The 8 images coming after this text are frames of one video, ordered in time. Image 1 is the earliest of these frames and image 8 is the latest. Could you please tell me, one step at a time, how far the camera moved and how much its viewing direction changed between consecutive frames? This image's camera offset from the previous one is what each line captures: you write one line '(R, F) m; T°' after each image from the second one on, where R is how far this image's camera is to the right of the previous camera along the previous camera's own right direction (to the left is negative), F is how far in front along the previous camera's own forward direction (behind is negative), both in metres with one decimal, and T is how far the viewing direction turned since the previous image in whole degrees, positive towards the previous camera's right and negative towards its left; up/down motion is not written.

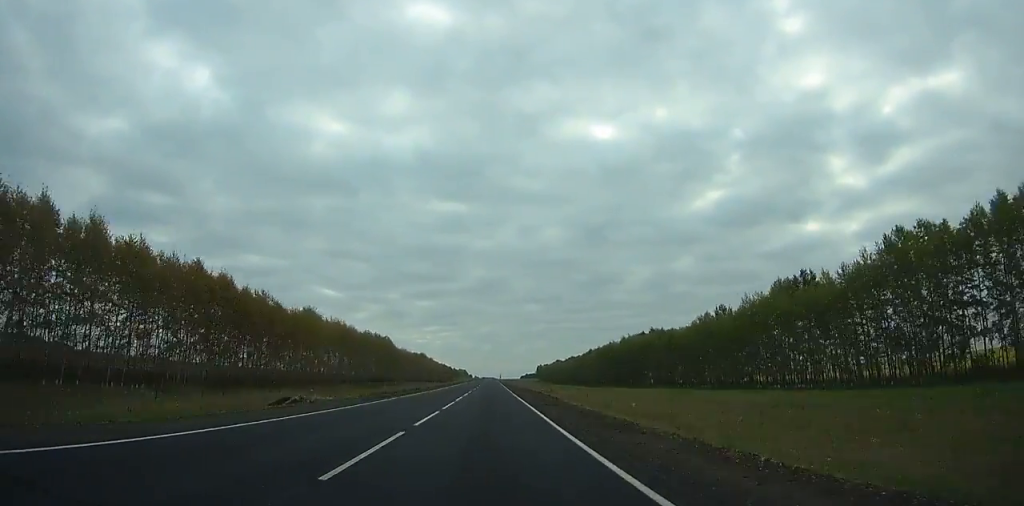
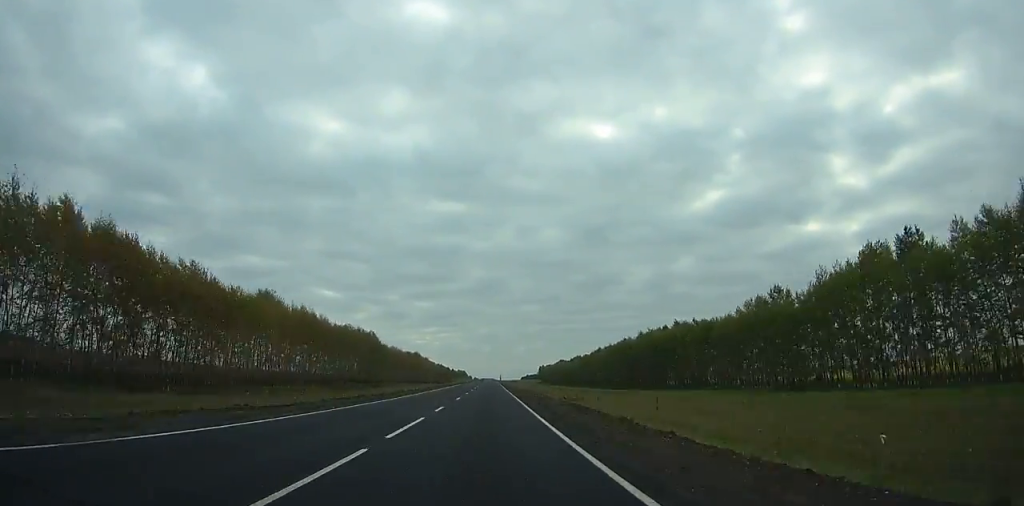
(+0.1, +27.6) m; 0°
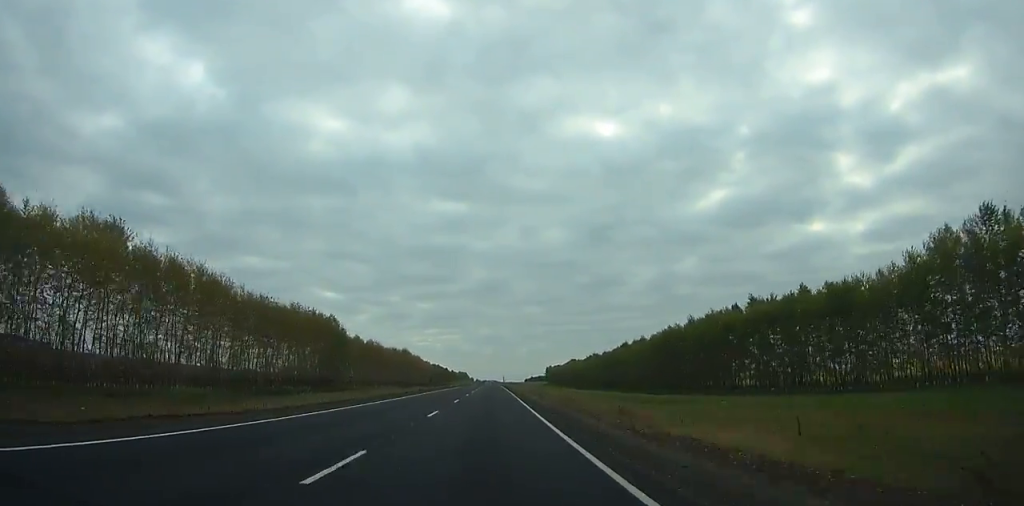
(+0.2, +50.5) m; 0°
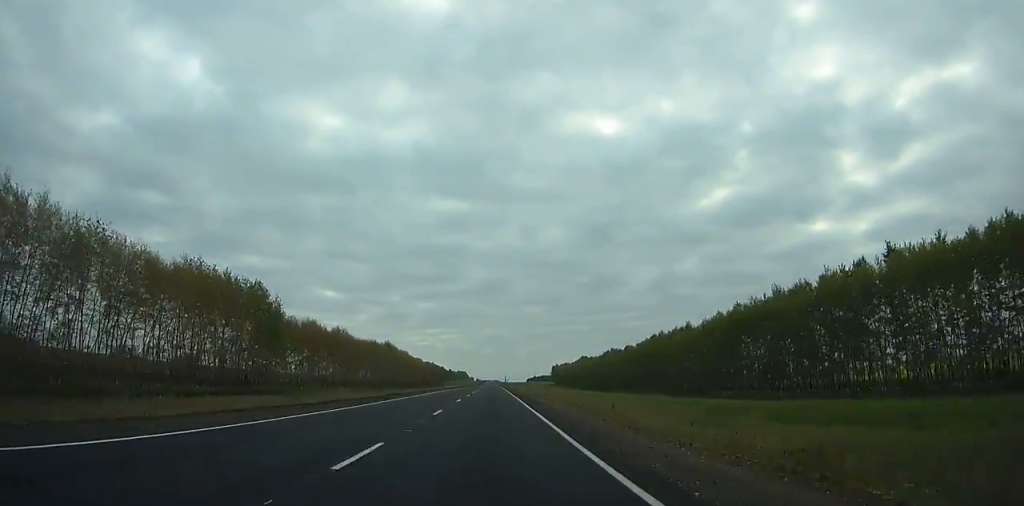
(-0.1, +45.8) m; 0°
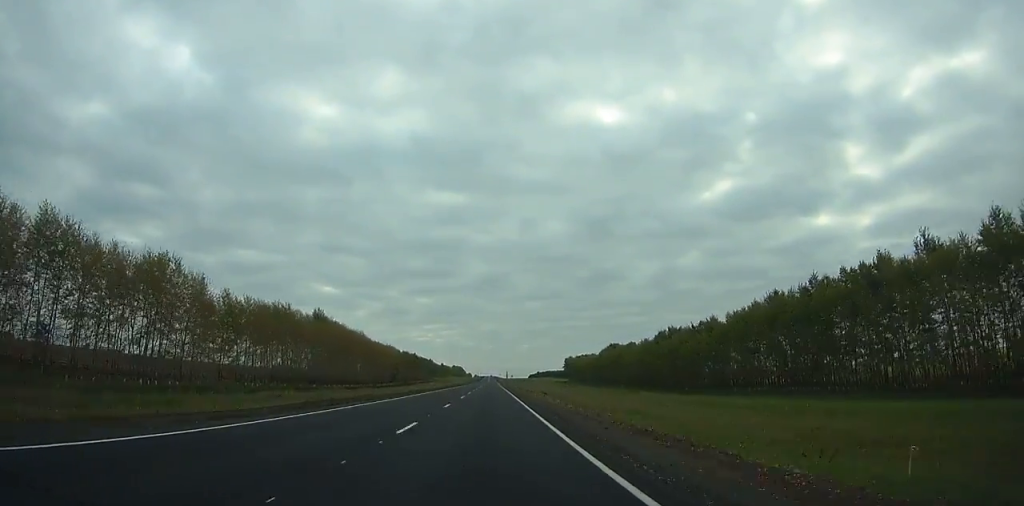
(-0.1, +91.1) m; 0°
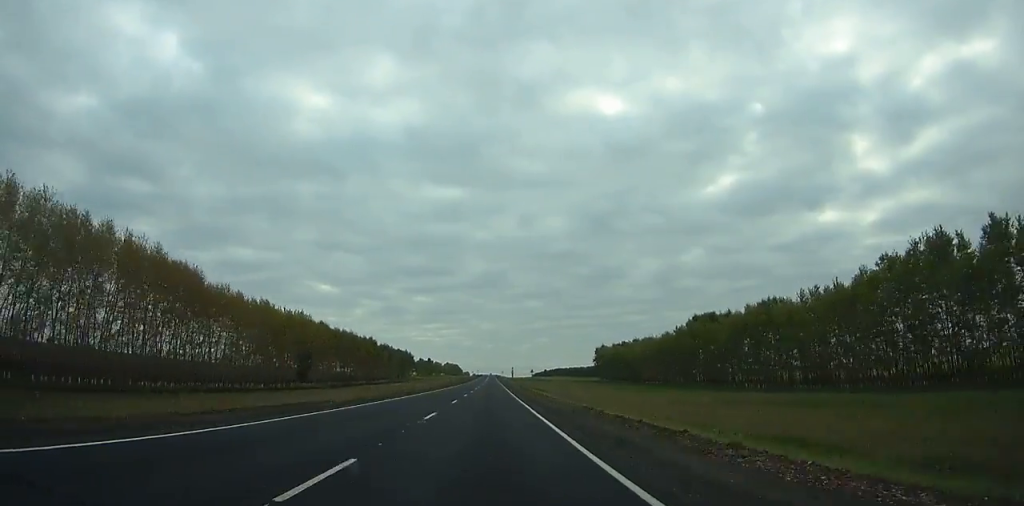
(0.0, +115.0) m; 0°
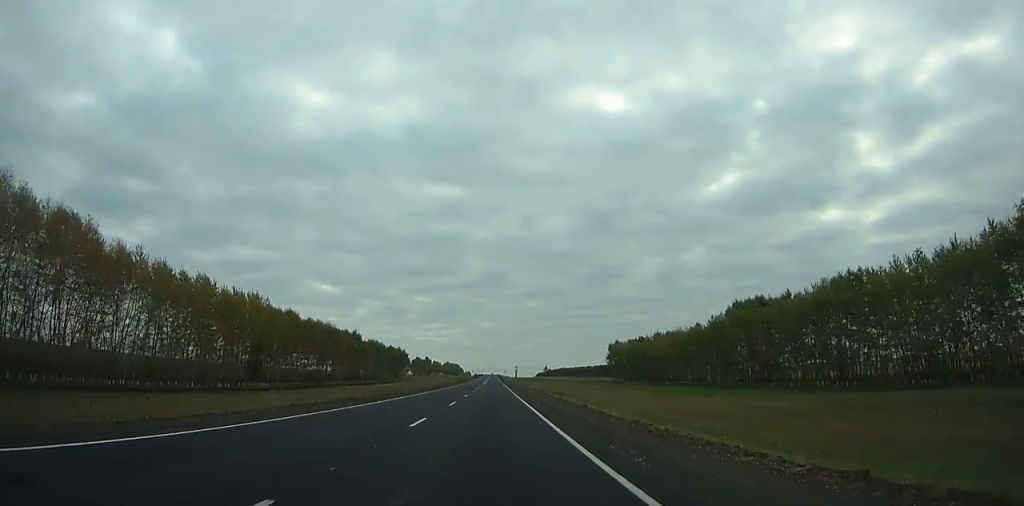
(0.0, +27.0) m; 0°
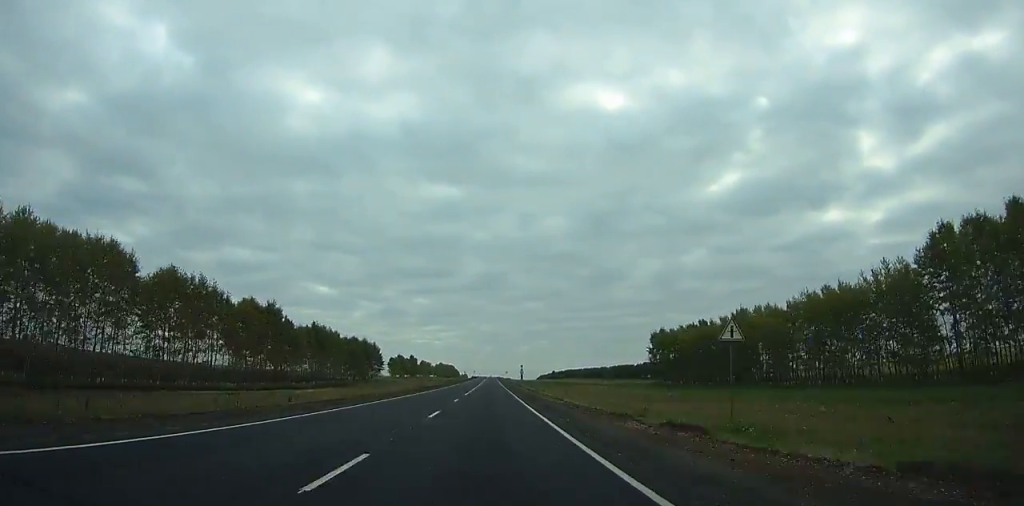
(0.0, +67.5) m; 0°
